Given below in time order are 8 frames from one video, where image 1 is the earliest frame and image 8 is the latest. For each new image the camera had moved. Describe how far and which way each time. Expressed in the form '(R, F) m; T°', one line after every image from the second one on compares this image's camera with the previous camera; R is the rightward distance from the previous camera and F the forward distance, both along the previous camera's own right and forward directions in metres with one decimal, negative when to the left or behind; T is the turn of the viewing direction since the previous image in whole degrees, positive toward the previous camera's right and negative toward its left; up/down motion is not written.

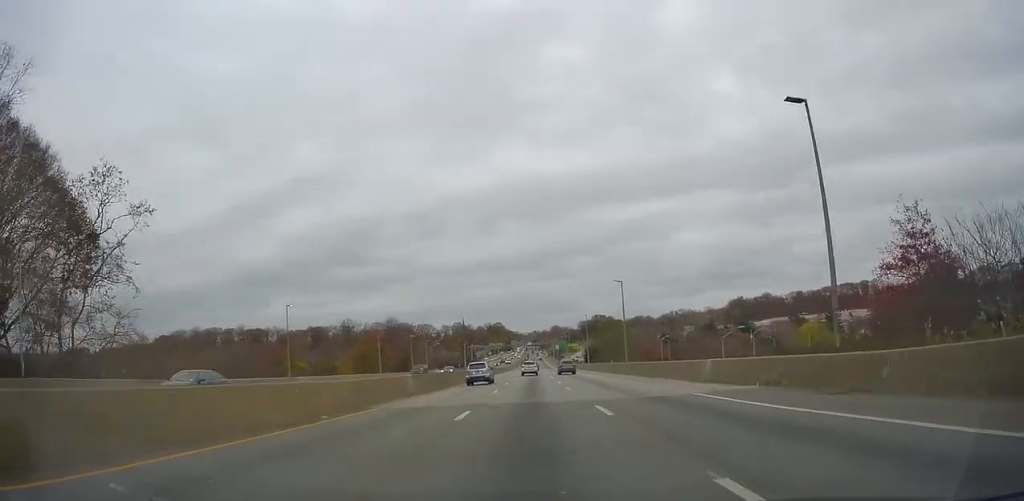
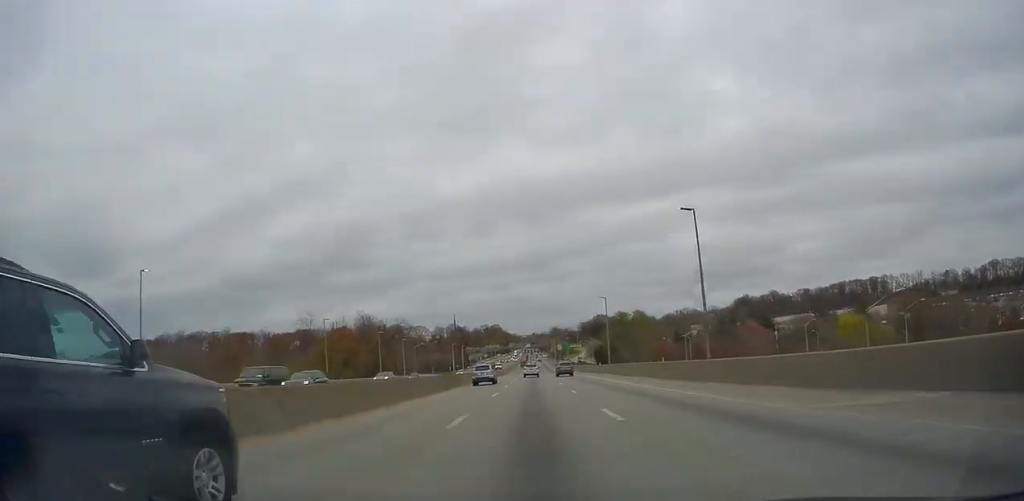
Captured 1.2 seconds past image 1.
(-0.5, +27.4) m; 0°
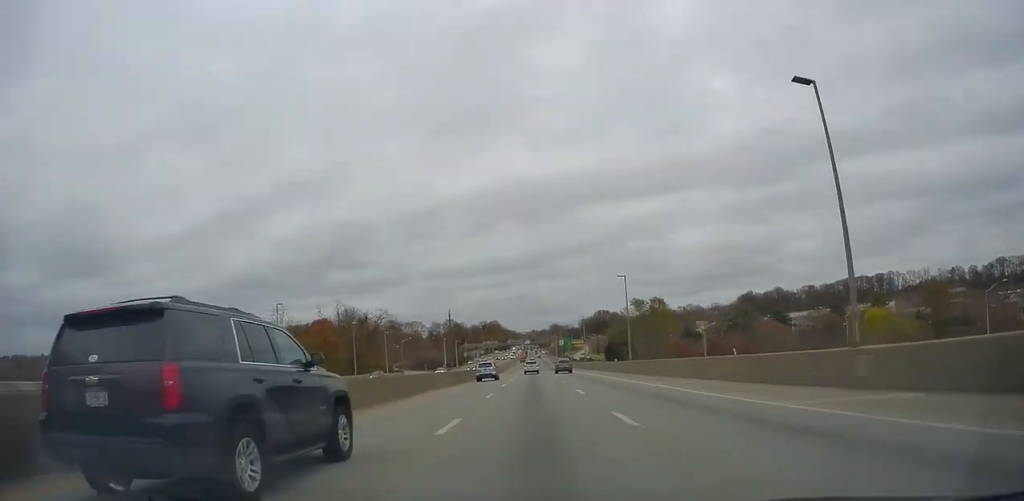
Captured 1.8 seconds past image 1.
(+0.2, +15.2) m; 0°
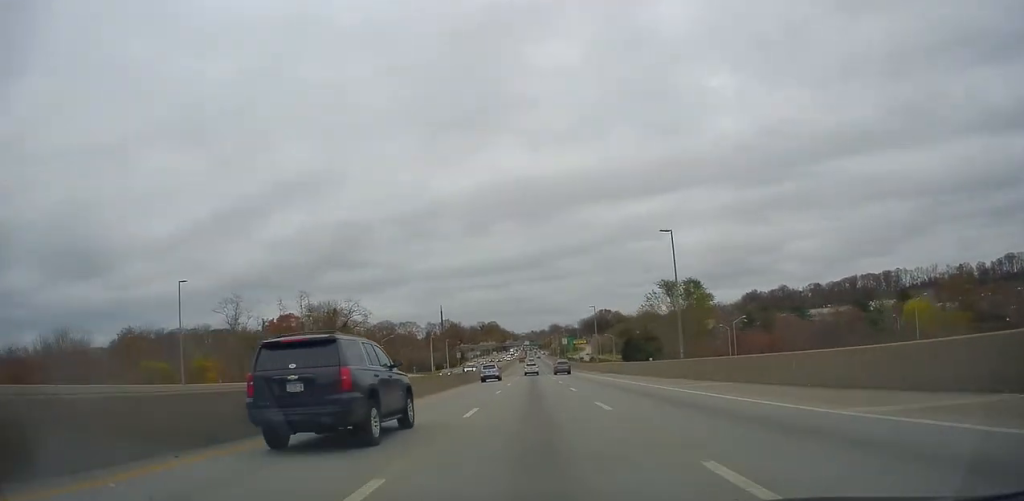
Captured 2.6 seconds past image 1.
(+0.3, +19.5) m; 0°
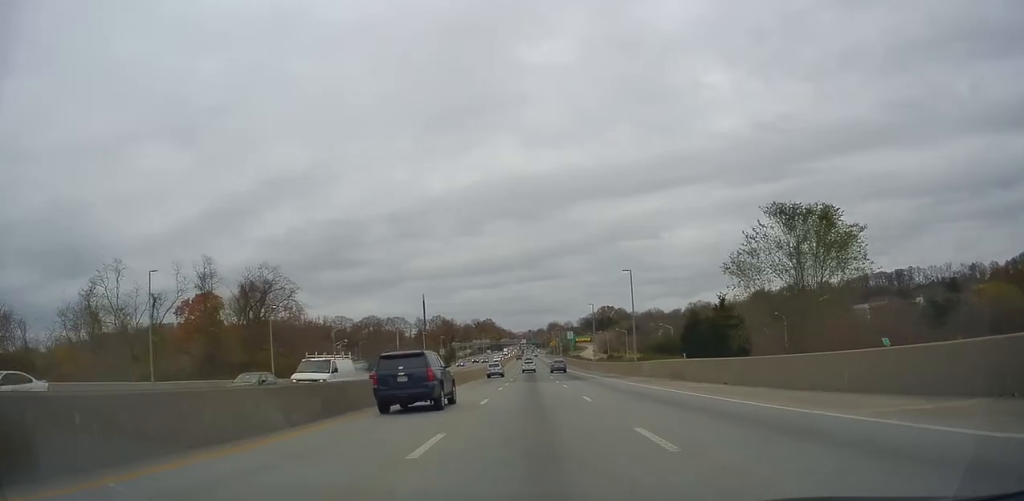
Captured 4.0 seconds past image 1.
(-0.4, +32.3) m; -1°
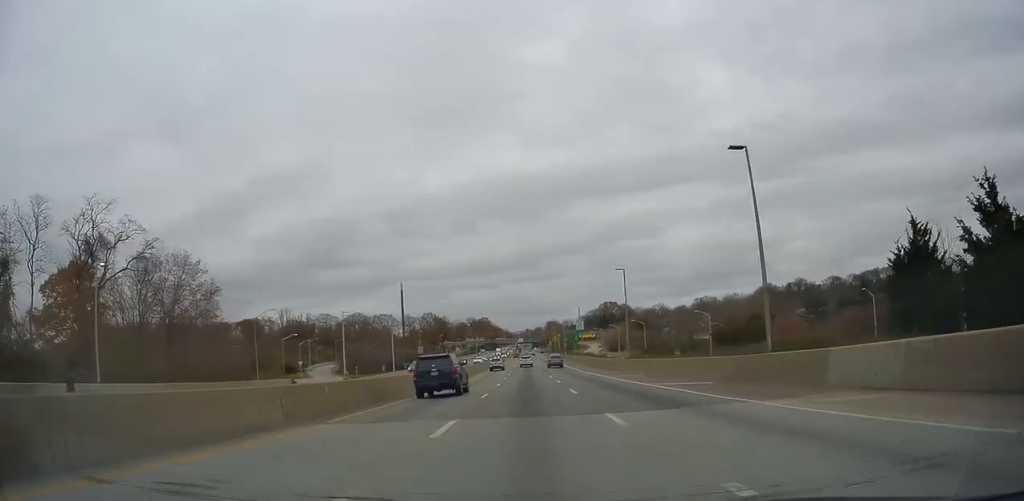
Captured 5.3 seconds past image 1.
(-0.3, +29.6) m; 0°
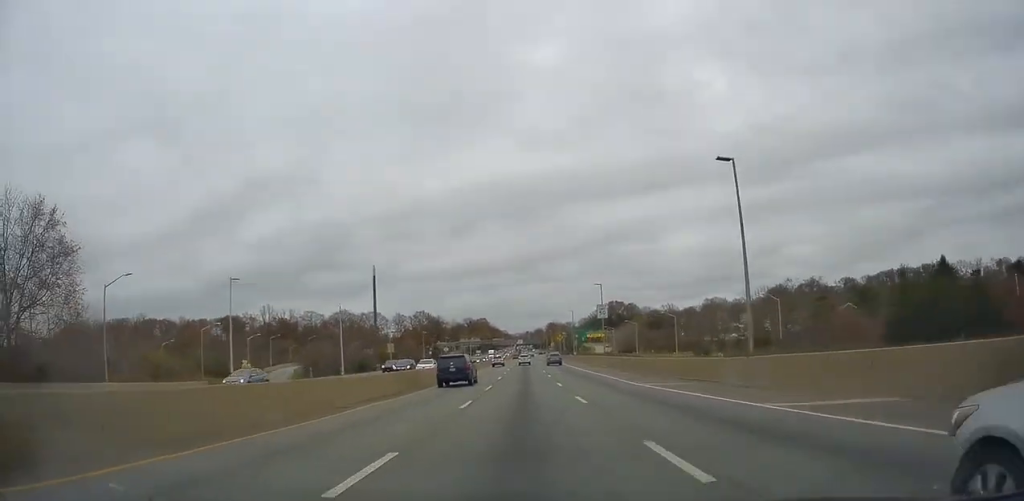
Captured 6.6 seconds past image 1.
(+0.8, +29.4) m; +2°
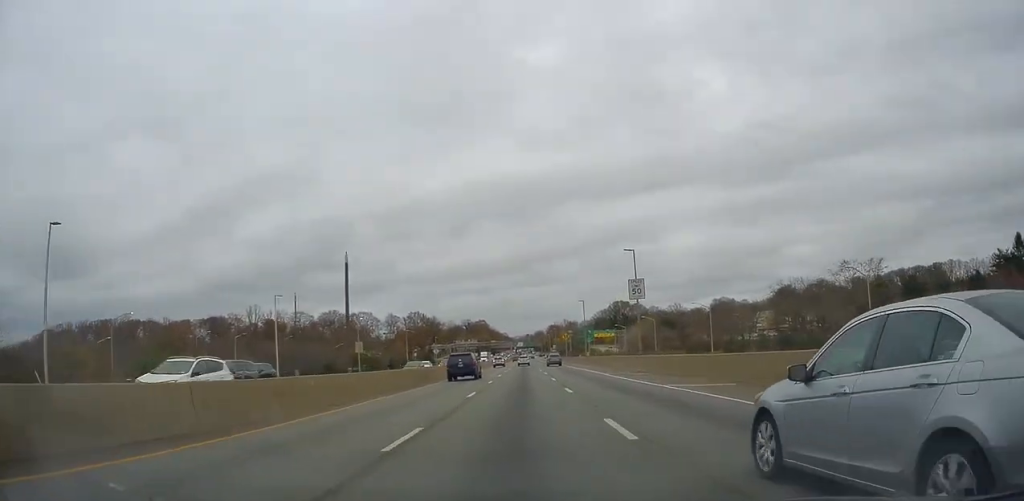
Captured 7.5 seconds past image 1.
(+0.3, +21.1) m; -1°
